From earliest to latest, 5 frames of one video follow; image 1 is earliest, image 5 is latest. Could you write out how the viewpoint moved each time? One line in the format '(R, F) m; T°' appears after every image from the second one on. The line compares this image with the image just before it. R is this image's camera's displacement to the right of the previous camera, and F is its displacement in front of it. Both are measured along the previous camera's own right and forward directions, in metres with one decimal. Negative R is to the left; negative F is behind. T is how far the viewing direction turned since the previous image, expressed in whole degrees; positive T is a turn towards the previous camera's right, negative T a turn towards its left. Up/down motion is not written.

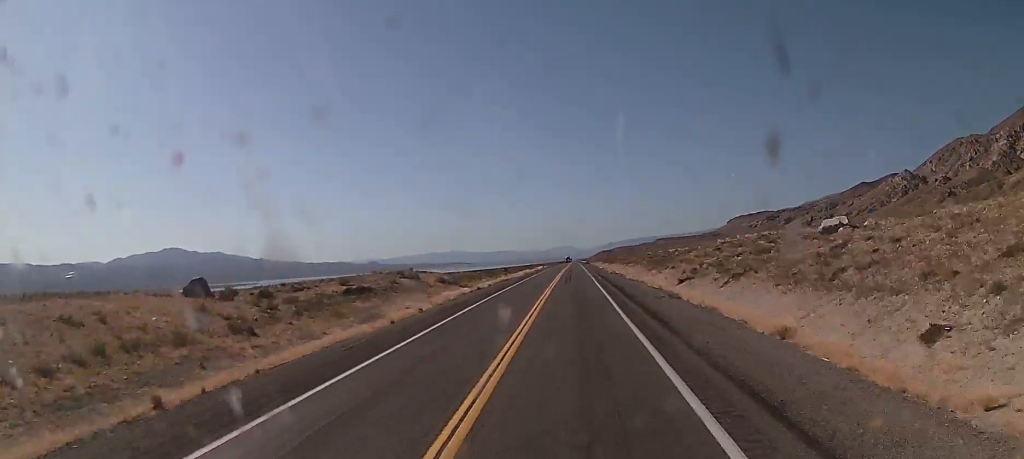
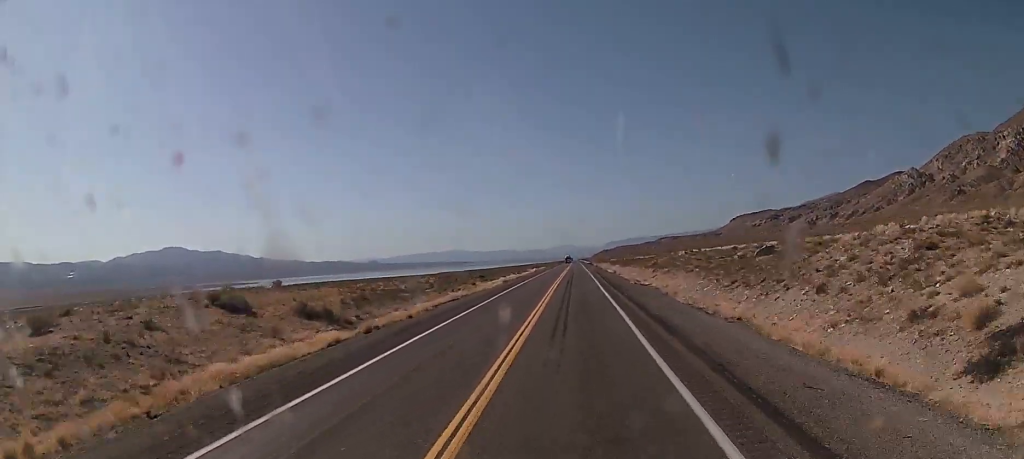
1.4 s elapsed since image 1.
(0.0, +38.5) m; 0°
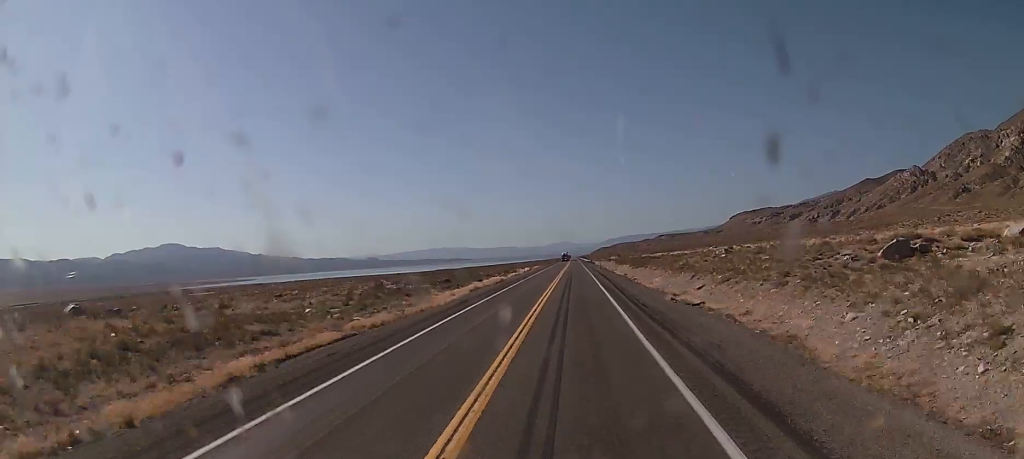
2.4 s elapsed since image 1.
(-0.1, +26.0) m; 0°
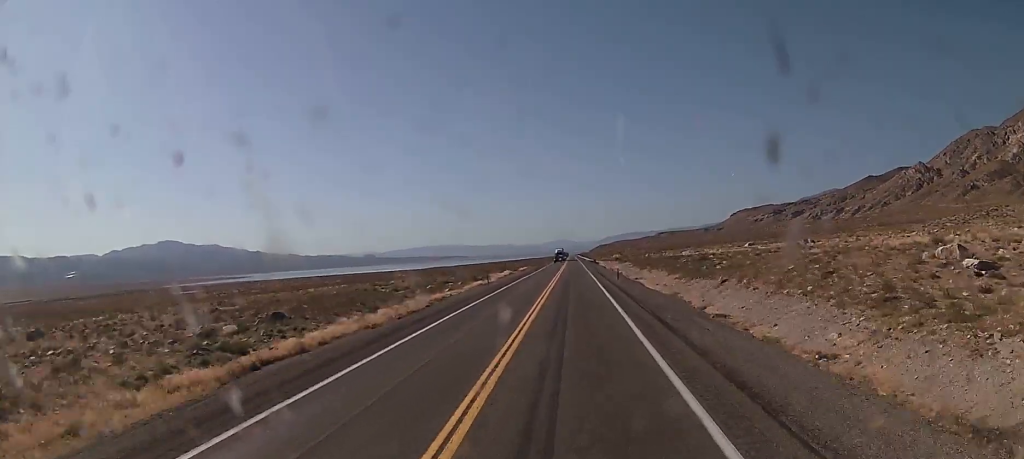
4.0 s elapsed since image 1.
(+0.2, +43.8) m; 0°
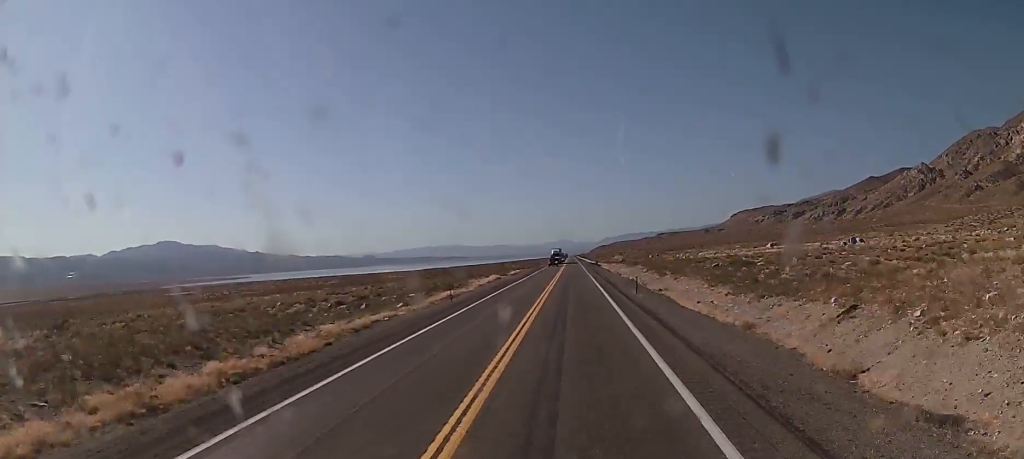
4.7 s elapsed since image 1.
(-0.1, +18.8) m; 0°
